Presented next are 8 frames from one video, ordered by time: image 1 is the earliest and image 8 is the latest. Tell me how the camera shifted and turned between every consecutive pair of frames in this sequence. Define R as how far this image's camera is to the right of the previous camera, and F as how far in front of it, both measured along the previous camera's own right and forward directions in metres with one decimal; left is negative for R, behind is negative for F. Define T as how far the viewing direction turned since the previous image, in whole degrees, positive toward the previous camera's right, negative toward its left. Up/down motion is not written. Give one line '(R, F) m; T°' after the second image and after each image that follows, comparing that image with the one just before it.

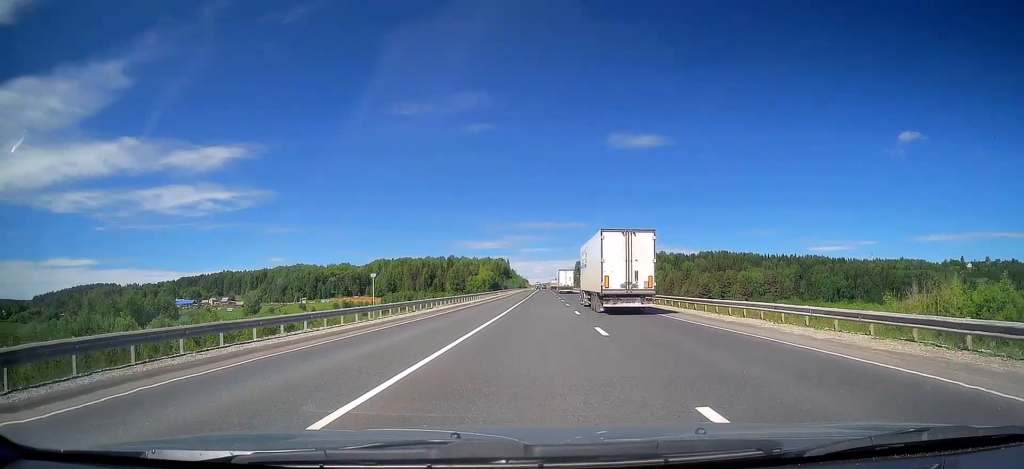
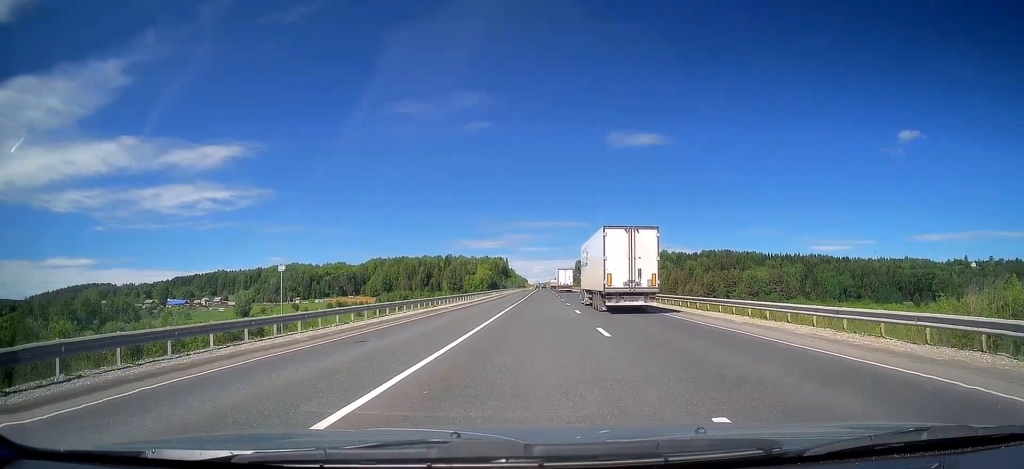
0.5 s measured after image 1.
(-0.1, +12.1) m; 0°
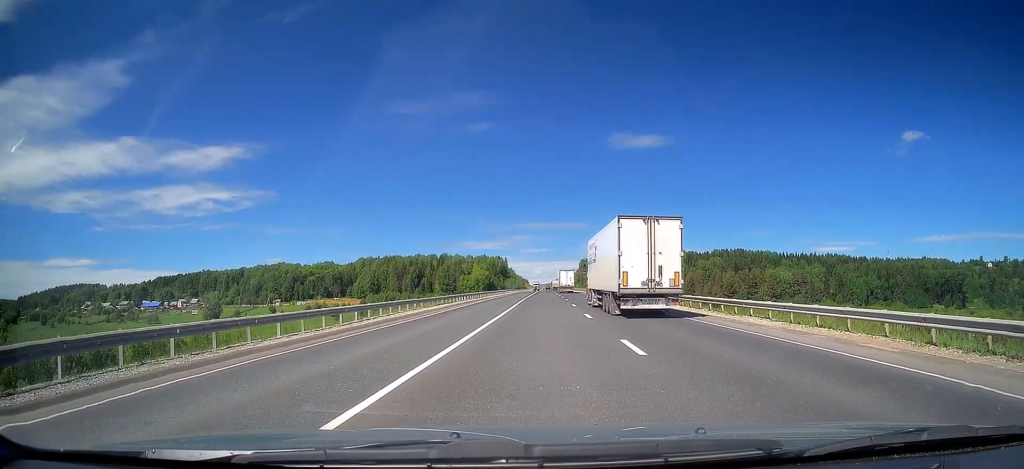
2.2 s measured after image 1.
(+0.2, +39.1) m; 0°
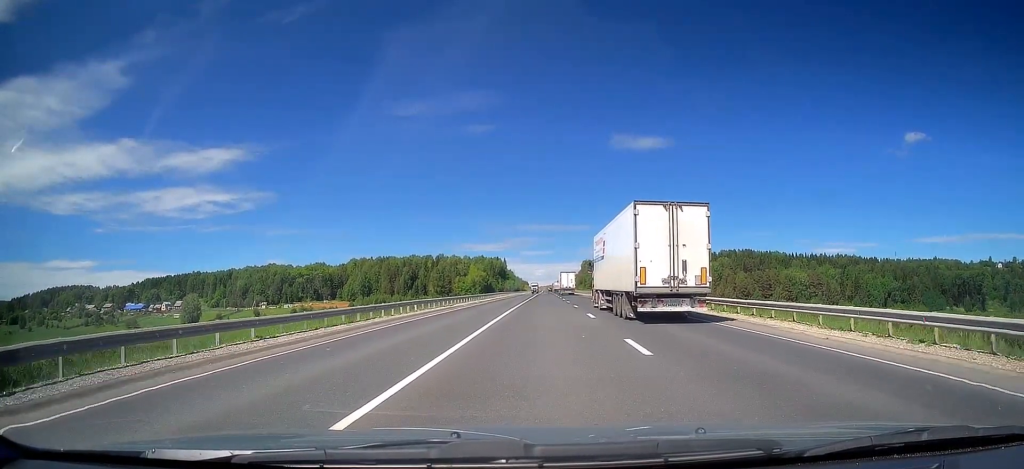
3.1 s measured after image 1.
(+0.1, +23.5) m; 0°
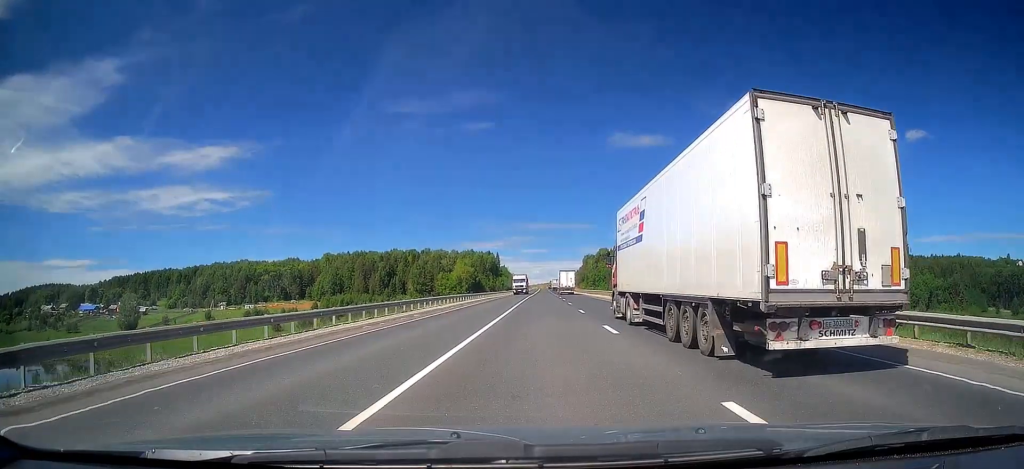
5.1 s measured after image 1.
(+0.4, +54.1) m; 0°
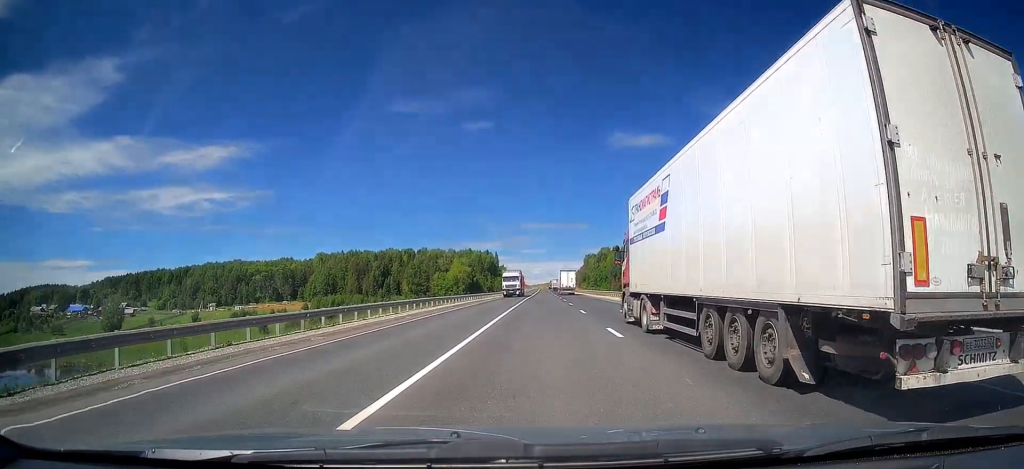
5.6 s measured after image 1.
(+0.1, +12.9) m; 0°
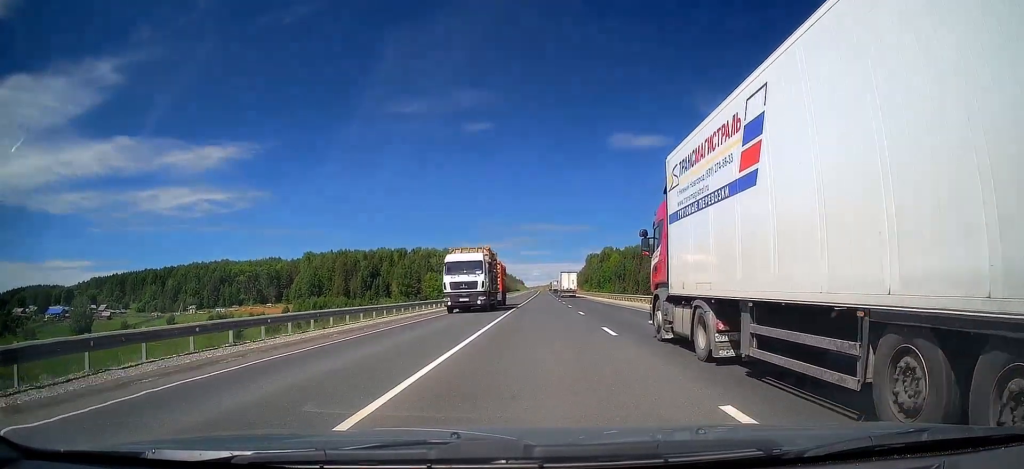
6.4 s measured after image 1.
(-0.6, +22.6) m; -1°
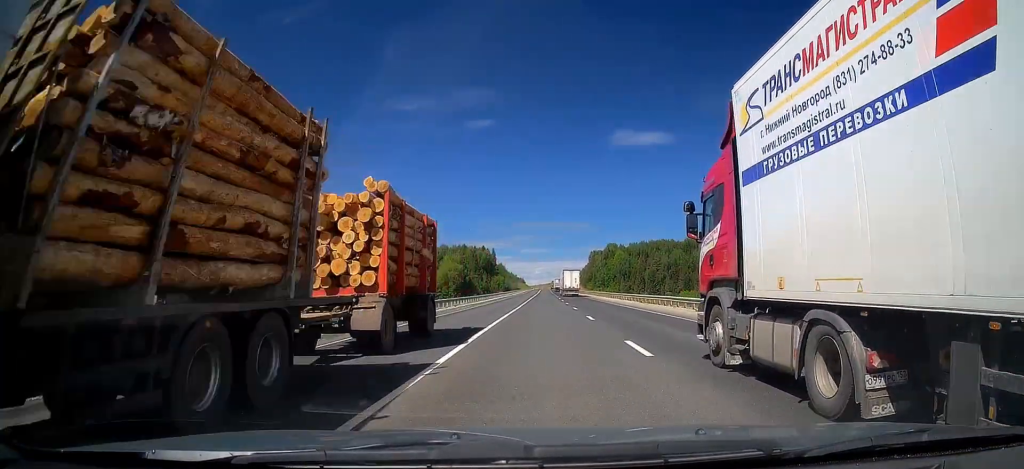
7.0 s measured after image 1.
(+0.2, +16.4) m; +1°
